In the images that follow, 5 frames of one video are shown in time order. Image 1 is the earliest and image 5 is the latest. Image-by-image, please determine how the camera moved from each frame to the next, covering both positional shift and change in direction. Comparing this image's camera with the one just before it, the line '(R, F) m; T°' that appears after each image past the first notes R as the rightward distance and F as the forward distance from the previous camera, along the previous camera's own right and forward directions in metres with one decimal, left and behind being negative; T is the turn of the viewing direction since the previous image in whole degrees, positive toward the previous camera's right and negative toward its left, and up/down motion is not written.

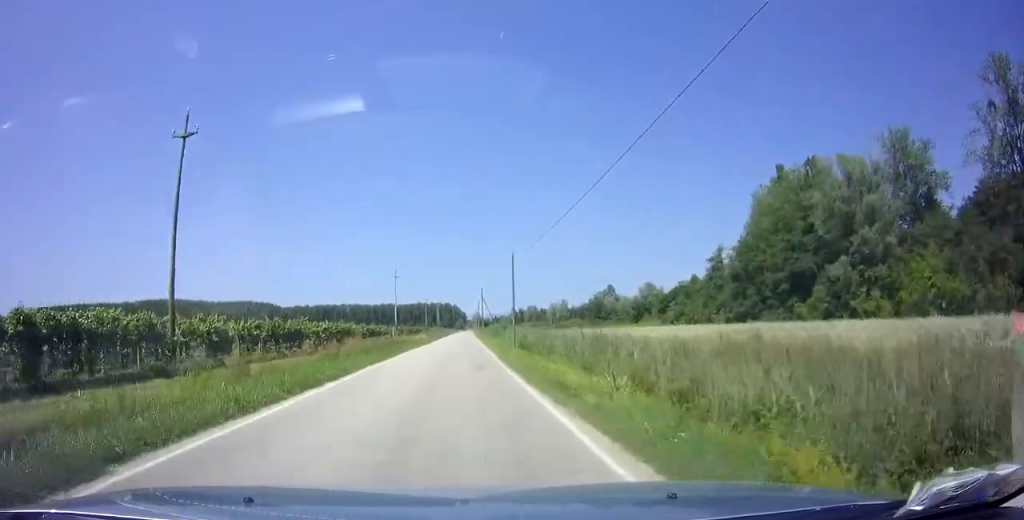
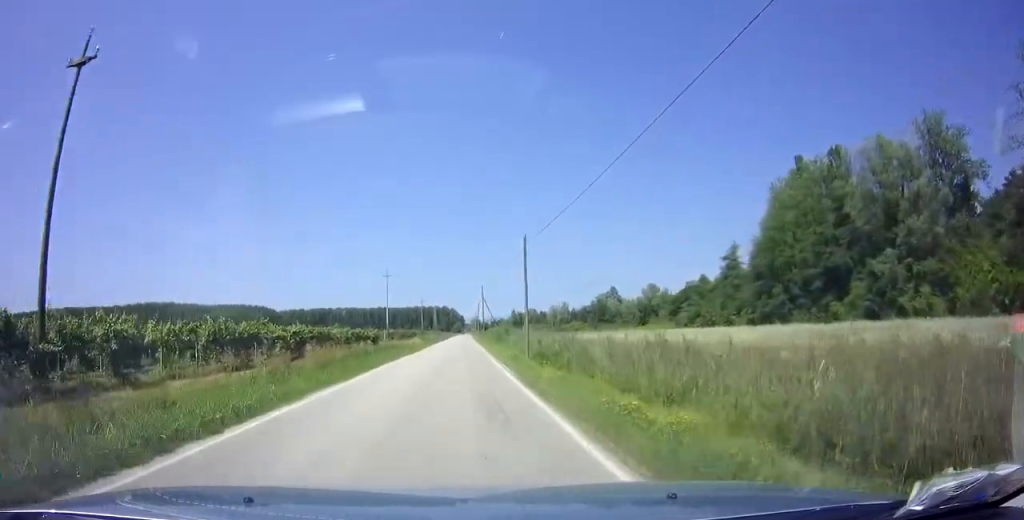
(-1.5, +8.1) m; -3°
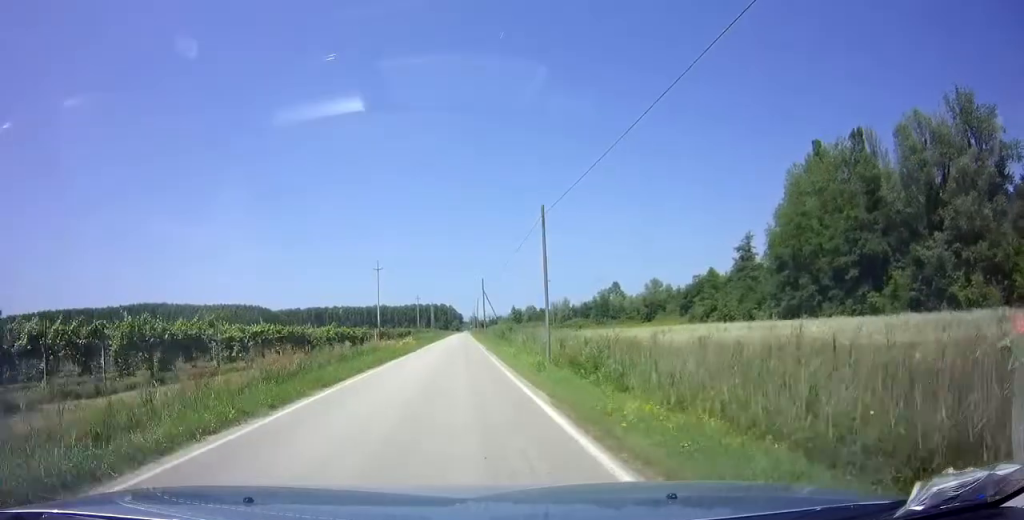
(+0.1, +7.3) m; +1°
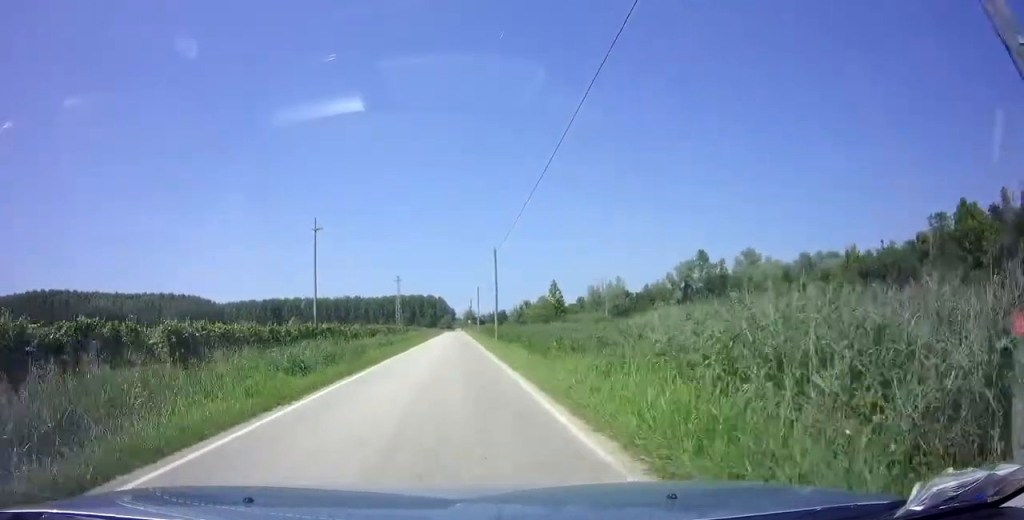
(+7.8, +93.5) m; +5°
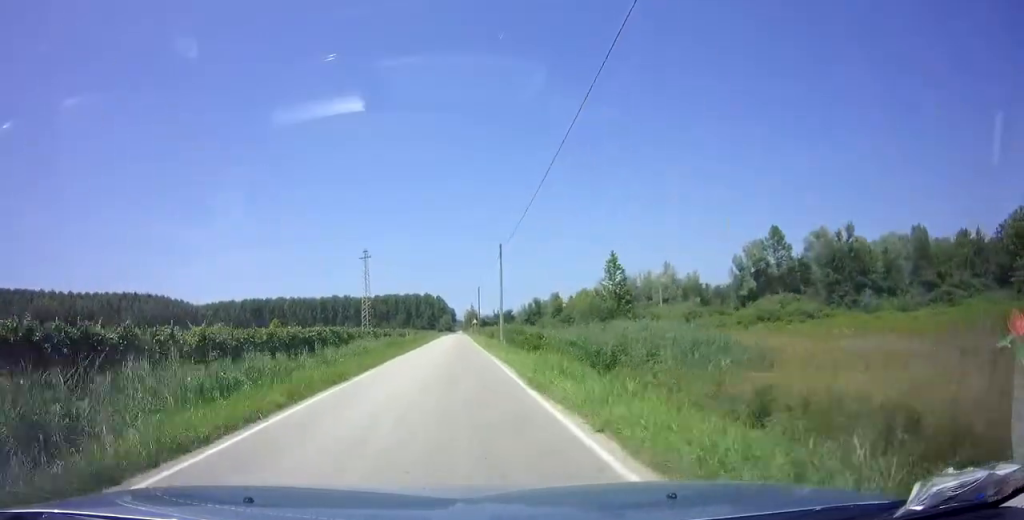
(+0.3, +35.9) m; 0°
